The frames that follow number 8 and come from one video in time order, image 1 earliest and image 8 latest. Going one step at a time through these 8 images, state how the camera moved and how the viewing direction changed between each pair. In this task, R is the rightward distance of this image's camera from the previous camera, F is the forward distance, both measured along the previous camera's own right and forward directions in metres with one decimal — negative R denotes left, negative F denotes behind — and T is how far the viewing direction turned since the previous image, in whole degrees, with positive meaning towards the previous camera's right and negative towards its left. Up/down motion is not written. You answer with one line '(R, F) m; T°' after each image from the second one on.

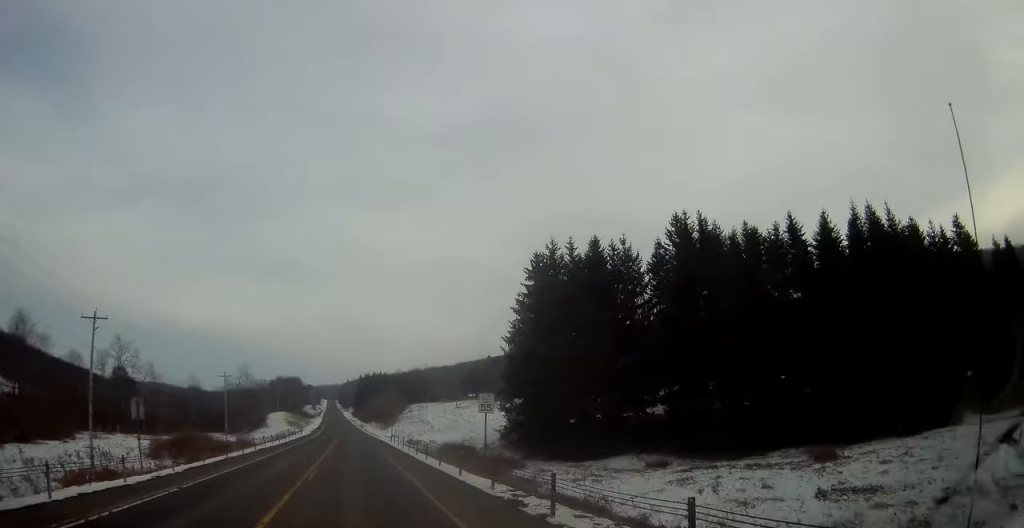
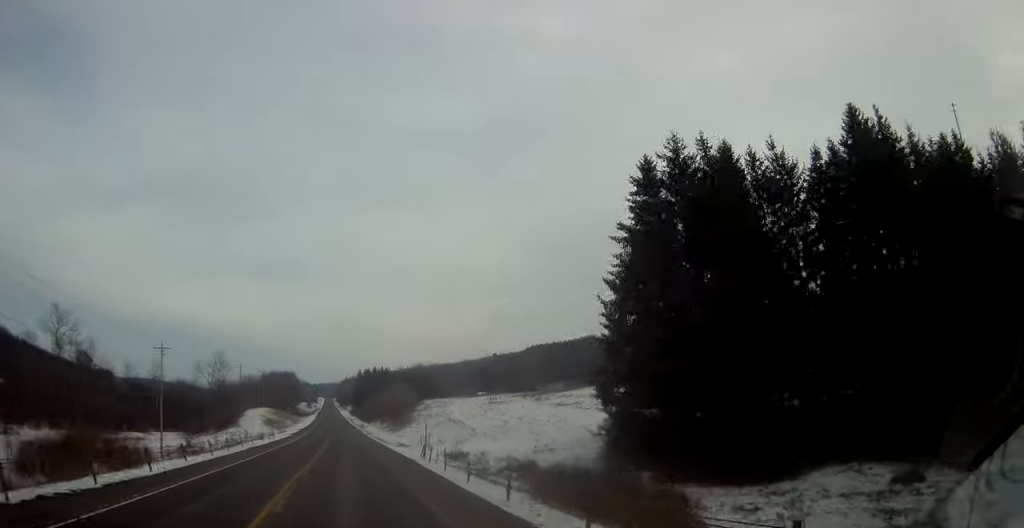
(+0.1, +30.9) m; 0°
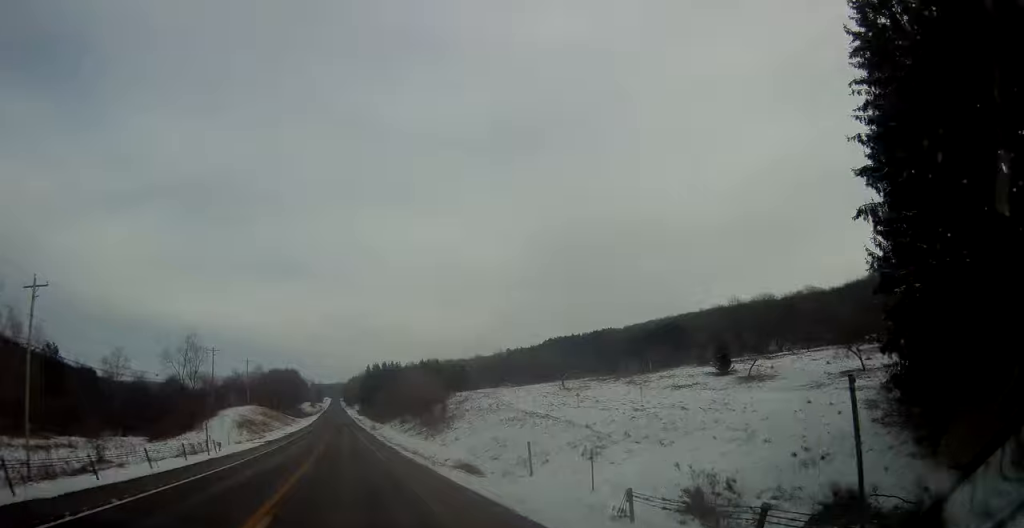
(-0.1, +28.6) m; -1°
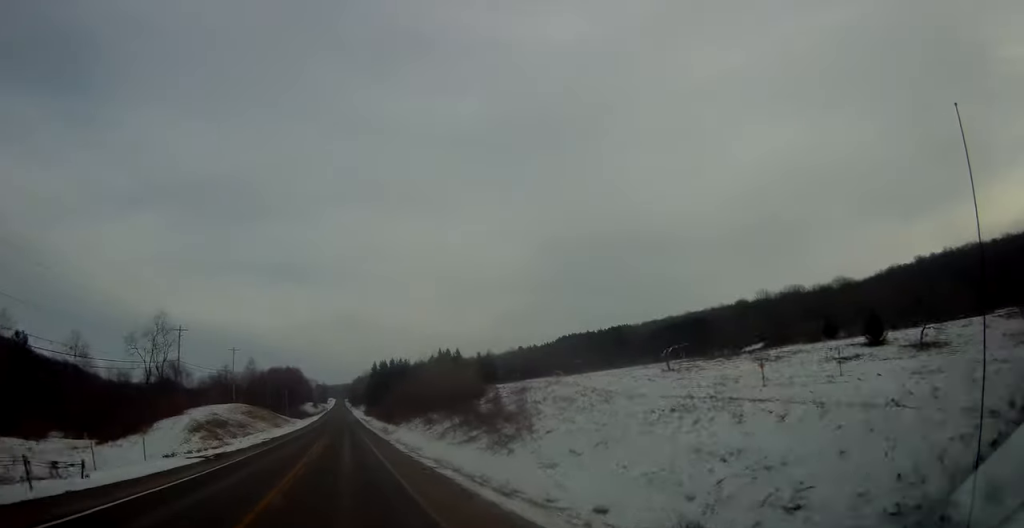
(-0.2, +20.8) m; 0°
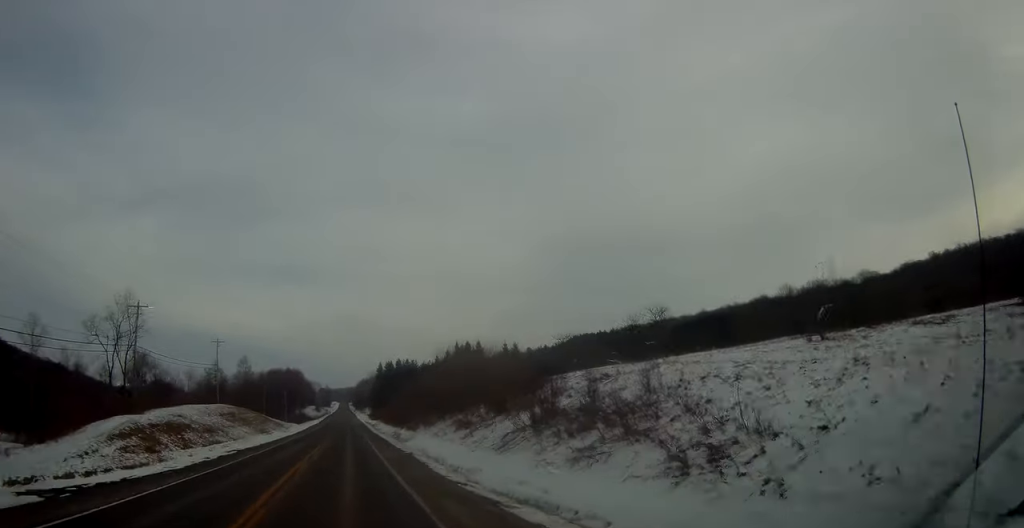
(0.0, +16.0) m; 0°
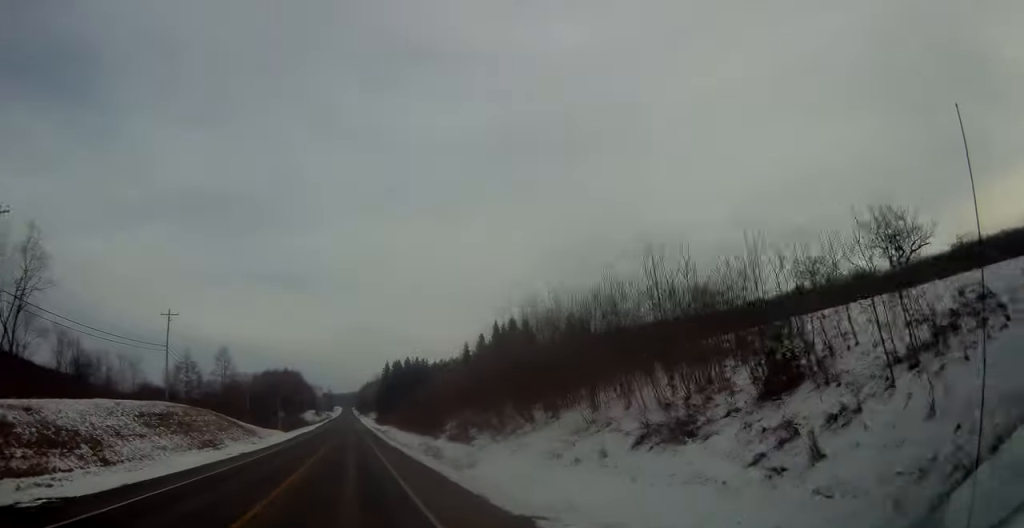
(0.0, +26.2) m; -1°
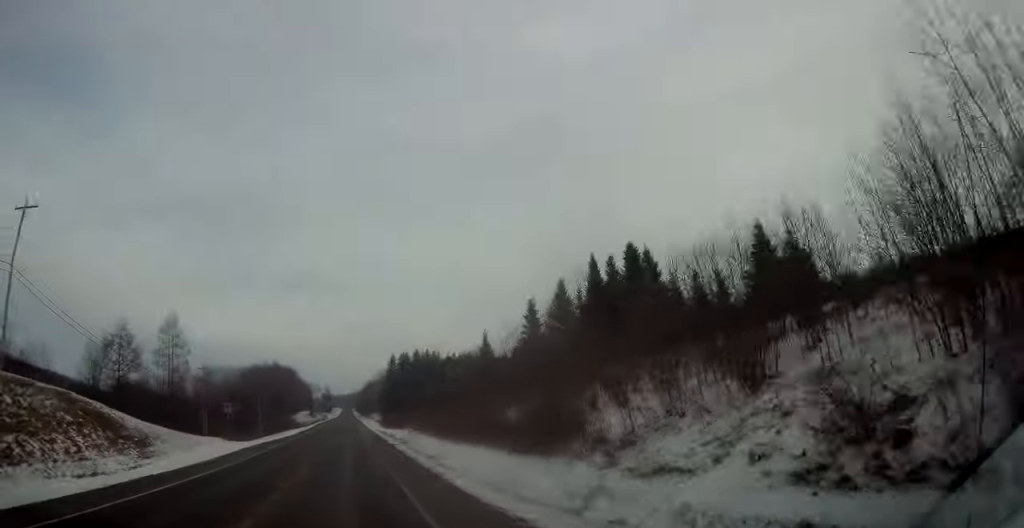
(-0.3, +33.8) m; 0°
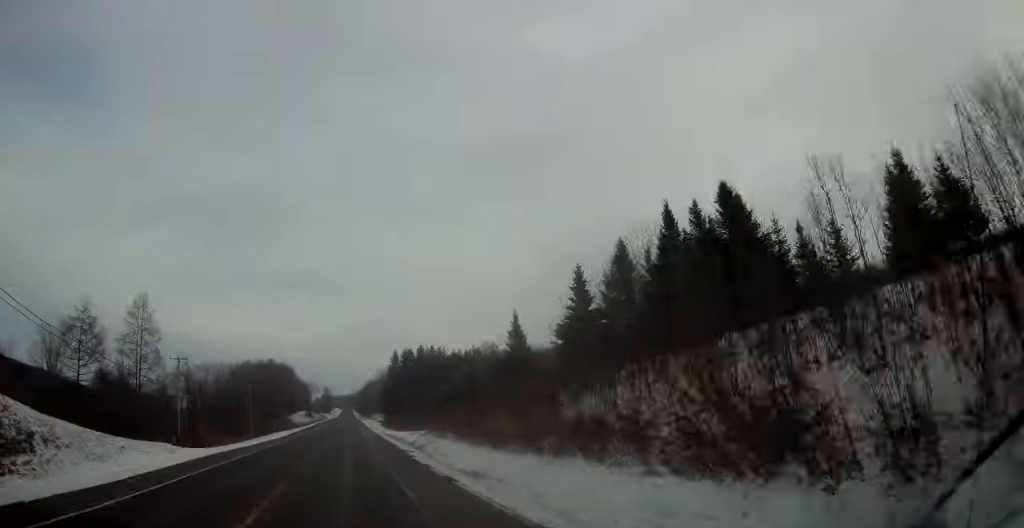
(+0.2, +12.6) m; 0°
